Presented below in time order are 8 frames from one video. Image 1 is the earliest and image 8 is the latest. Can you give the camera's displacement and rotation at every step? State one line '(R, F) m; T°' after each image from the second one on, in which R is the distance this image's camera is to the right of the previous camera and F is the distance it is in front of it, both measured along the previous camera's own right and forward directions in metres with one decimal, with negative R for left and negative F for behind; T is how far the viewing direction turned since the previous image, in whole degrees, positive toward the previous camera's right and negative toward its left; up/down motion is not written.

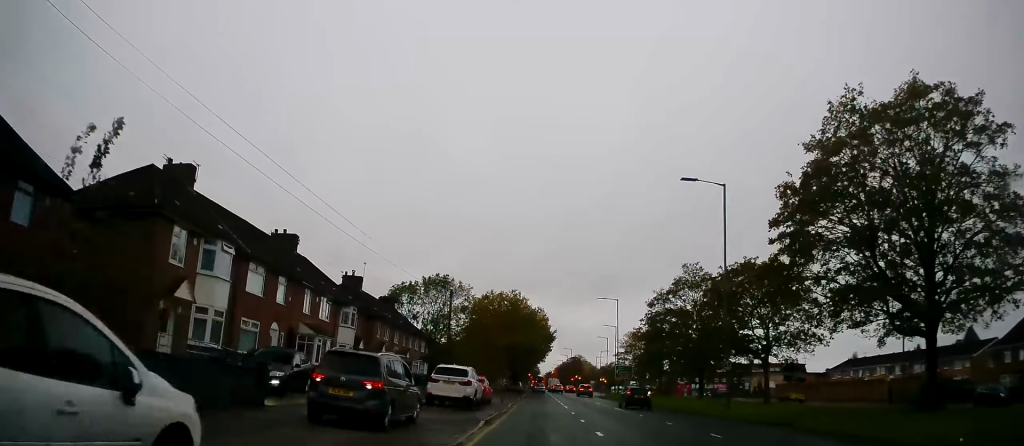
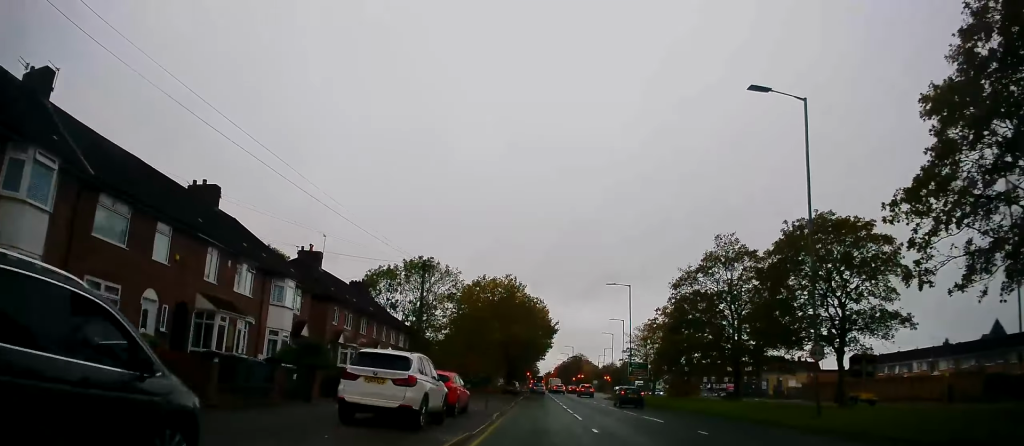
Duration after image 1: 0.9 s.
(+0.3, +10.6) m; +1°
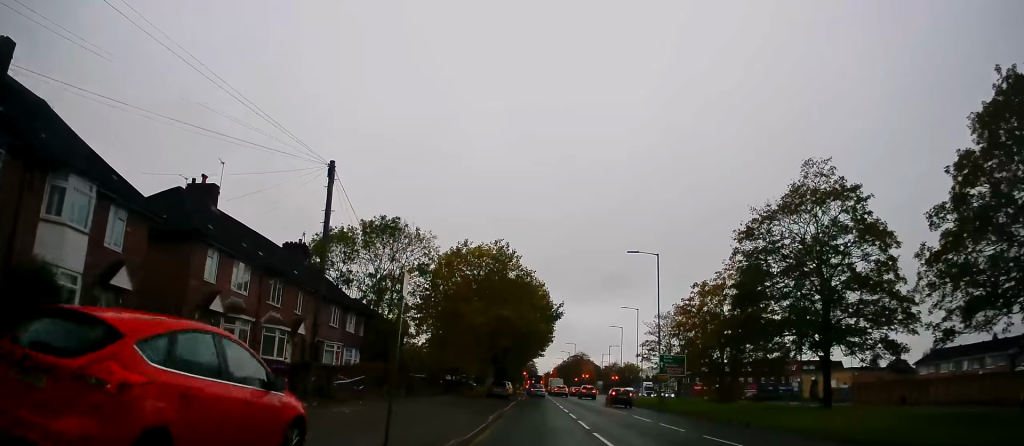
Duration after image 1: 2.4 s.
(-0.4, +16.0) m; -2°
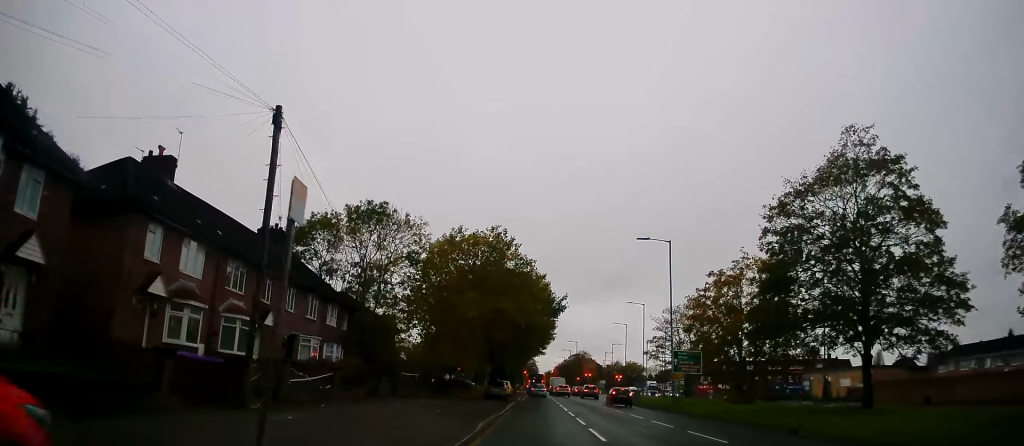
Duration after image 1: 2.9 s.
(+0.1, +4.2) m; +1°
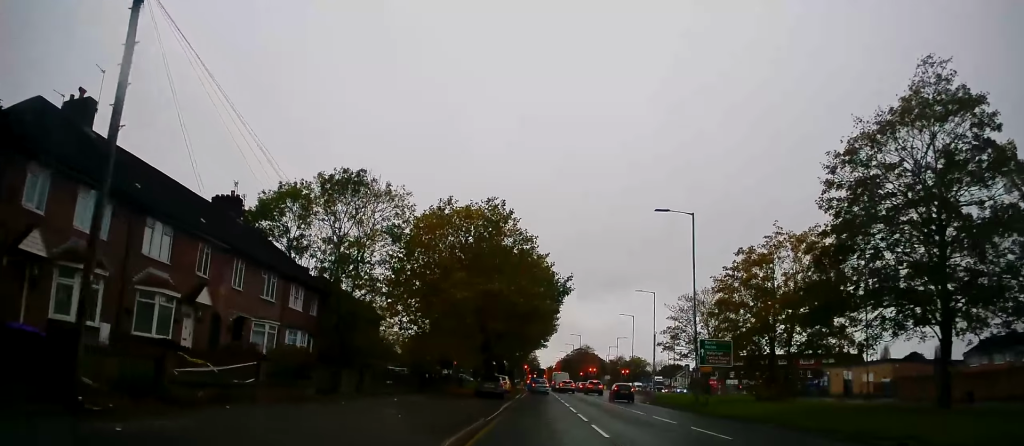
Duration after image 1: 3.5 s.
(+0.1, +6.4) m; +1°
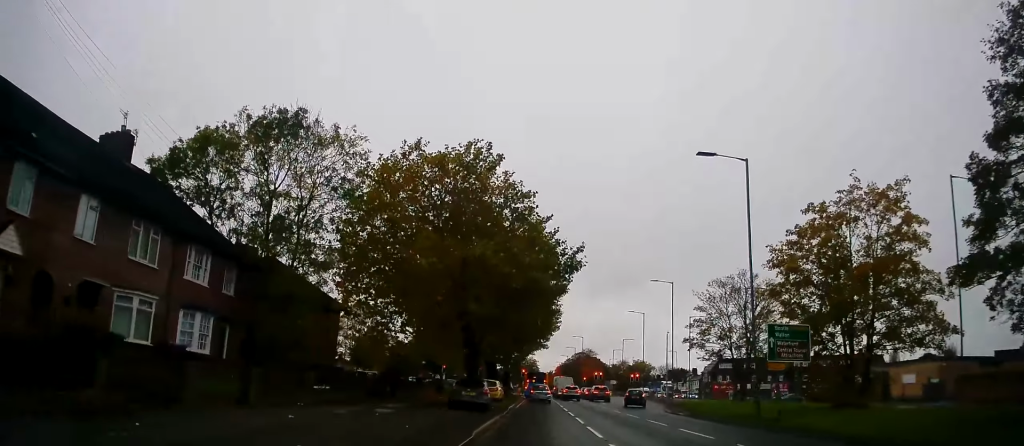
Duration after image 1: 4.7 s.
(-0.1, +10.4) m; 0°
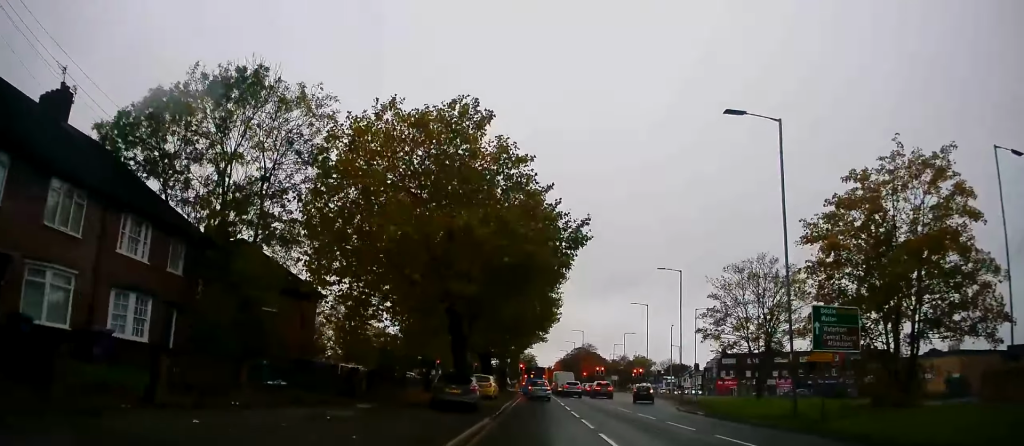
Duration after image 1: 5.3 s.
(-0.1, +4.2) m; +1°
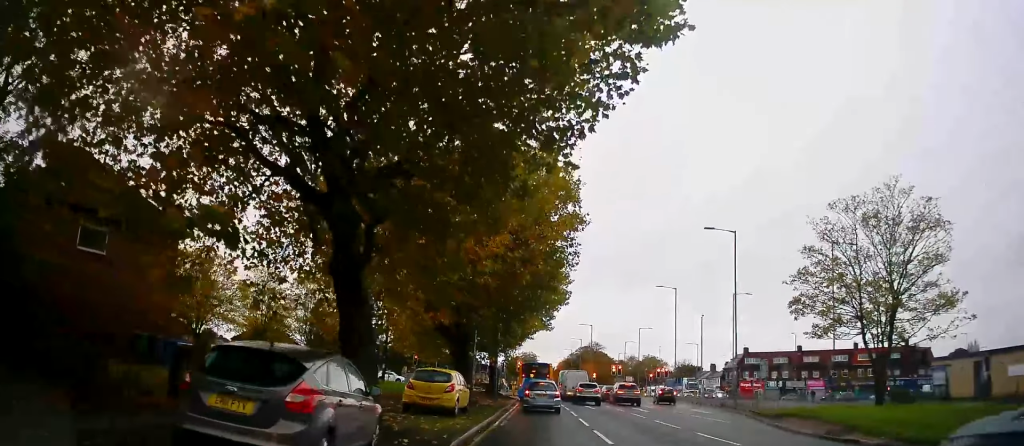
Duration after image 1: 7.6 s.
(+0.5, +15.9) m; -3°
